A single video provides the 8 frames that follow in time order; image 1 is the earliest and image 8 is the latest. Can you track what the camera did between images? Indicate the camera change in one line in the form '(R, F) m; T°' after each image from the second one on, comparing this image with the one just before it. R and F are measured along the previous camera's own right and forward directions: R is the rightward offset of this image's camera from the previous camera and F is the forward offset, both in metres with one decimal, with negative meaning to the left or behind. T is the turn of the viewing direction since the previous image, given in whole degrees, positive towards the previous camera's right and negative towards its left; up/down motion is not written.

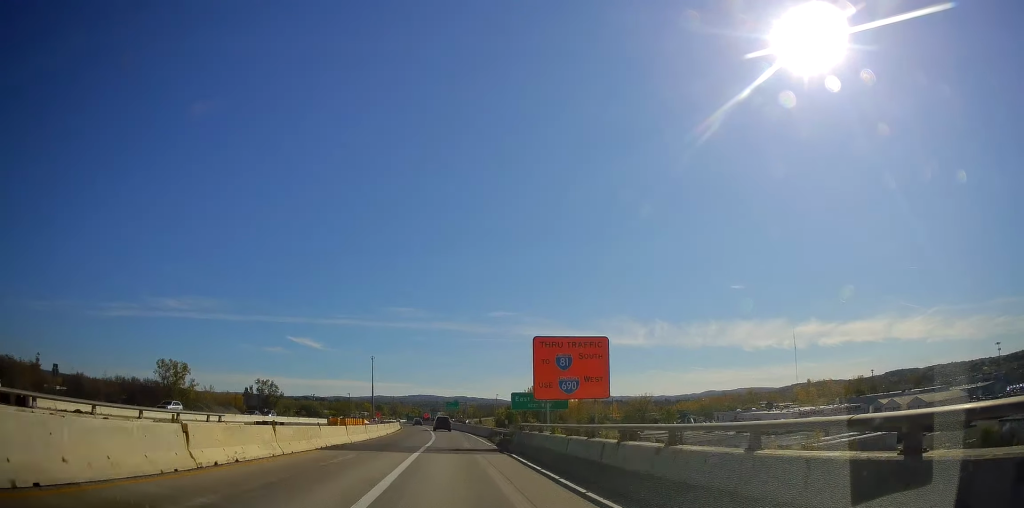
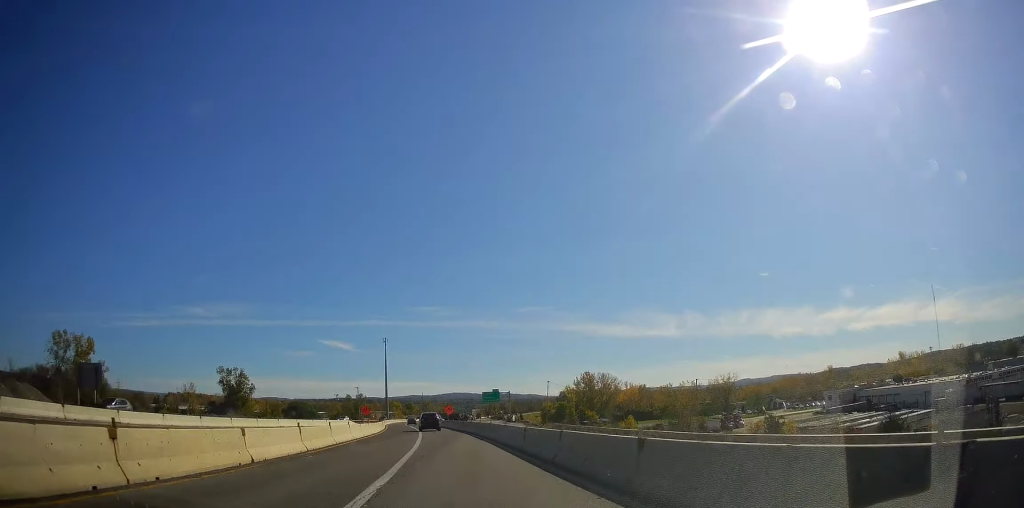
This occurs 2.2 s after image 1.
(-0.9, +64.7) m; -2°
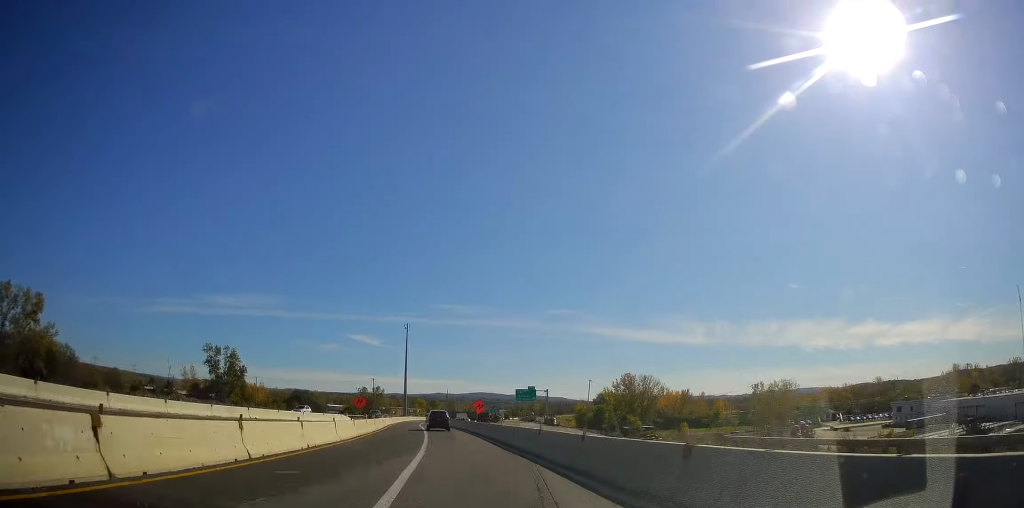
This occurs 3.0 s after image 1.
(-0.1, +26.0) m; 0°
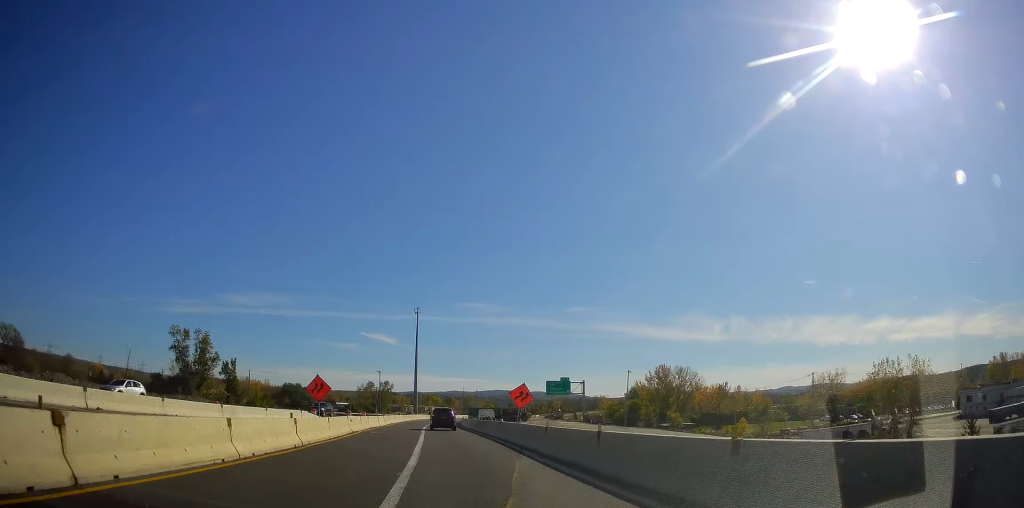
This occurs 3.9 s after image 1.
(0.0, +26.0) m; -1°
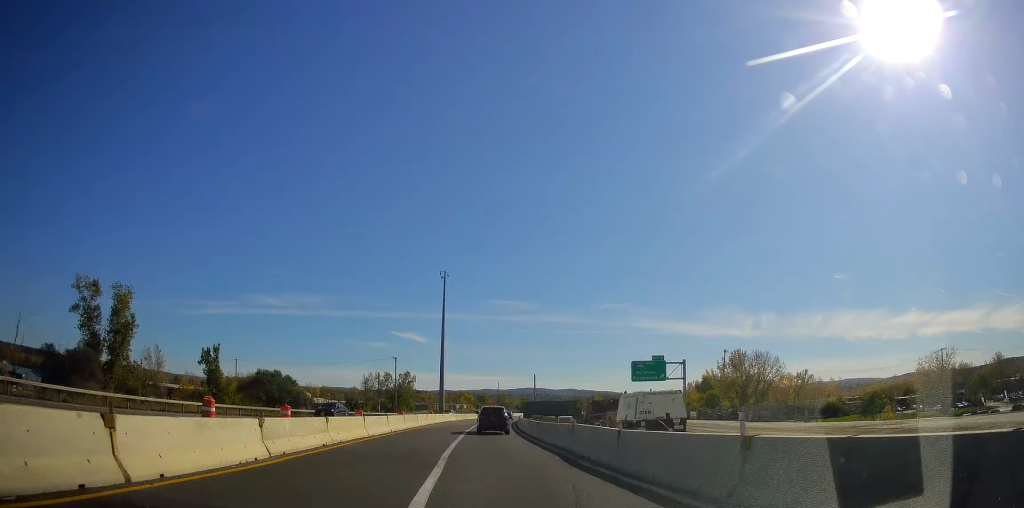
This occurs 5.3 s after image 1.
(-1.5, +42.7) m; -4°
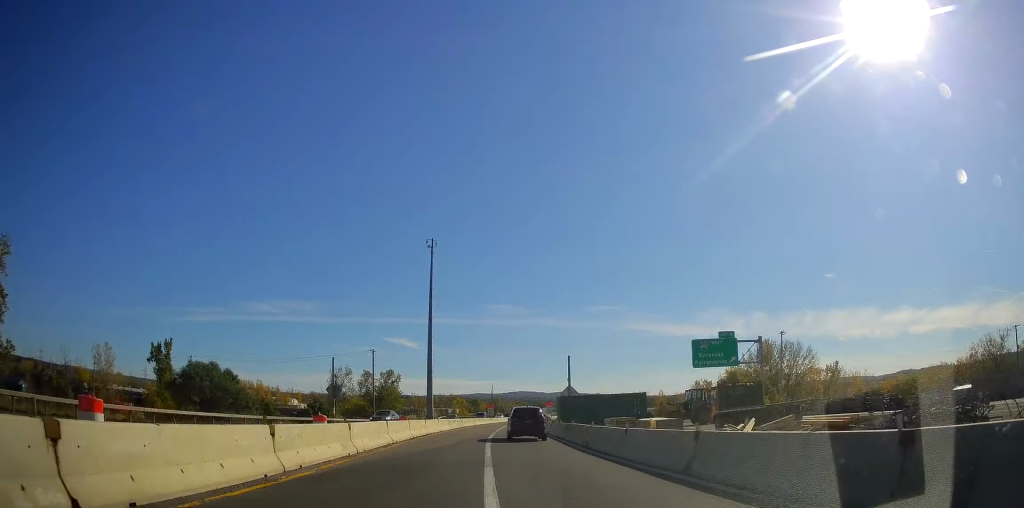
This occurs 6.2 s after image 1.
(-0.5, +26.5) m; -1°
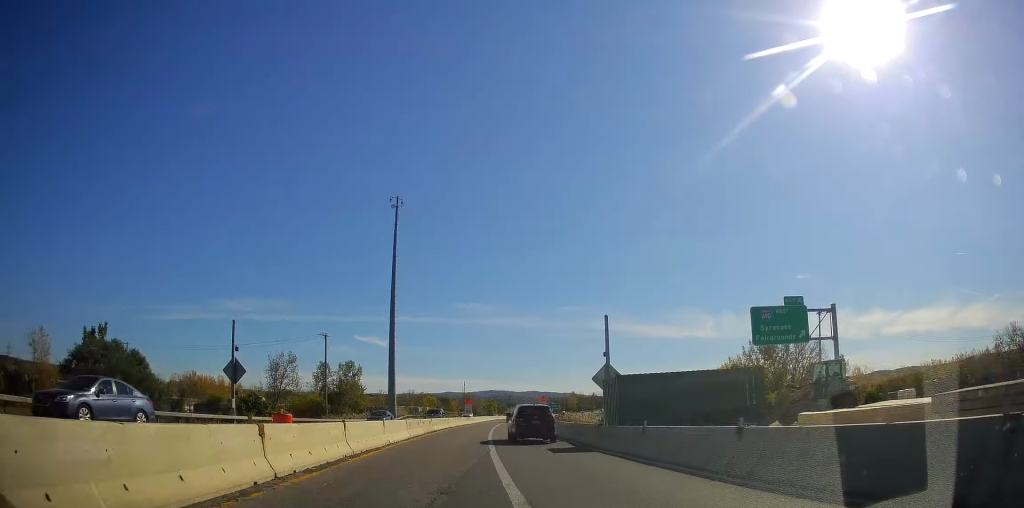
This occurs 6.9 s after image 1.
(+0.1, +19.8) m; 0°
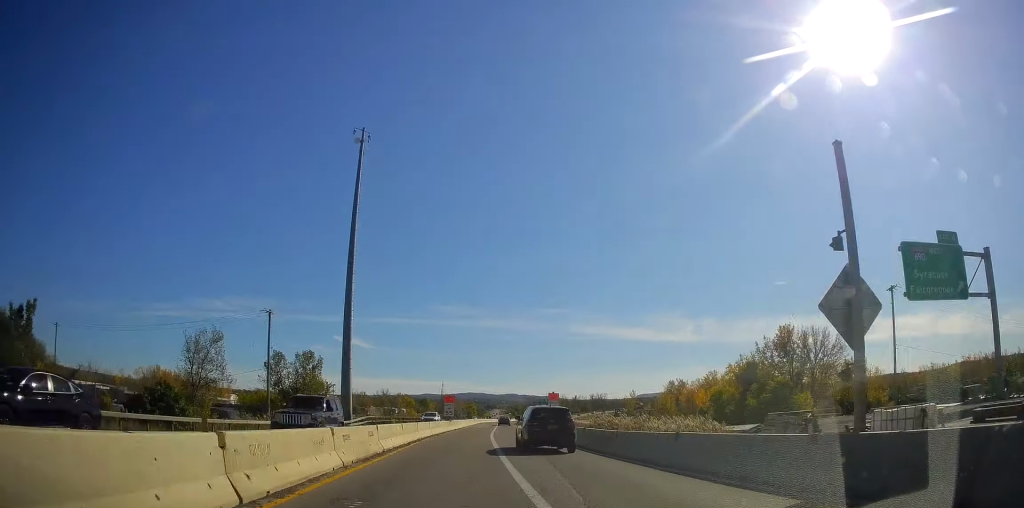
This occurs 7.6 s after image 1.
(0.0, +20.8) m; +1°
